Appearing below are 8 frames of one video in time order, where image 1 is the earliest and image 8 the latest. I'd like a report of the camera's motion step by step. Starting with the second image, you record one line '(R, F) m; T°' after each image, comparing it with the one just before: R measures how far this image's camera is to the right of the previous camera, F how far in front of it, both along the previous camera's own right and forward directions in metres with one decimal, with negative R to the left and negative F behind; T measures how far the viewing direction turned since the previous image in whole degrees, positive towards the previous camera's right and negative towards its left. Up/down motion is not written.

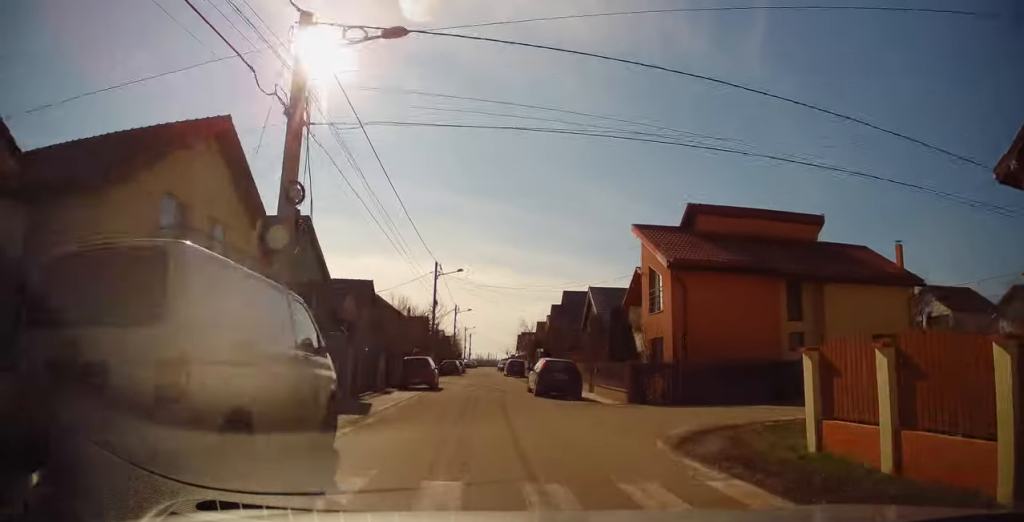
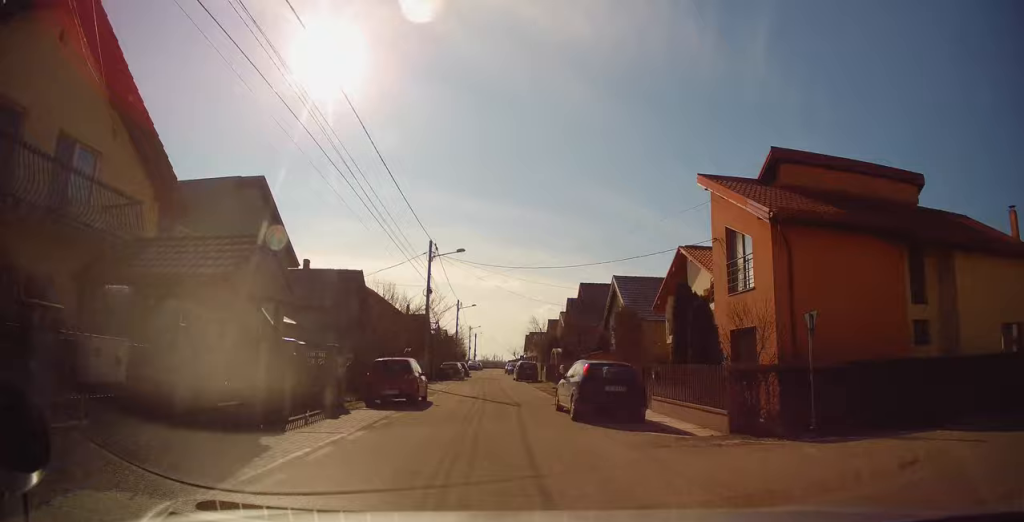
(-0.3, +7.4) m; -2°
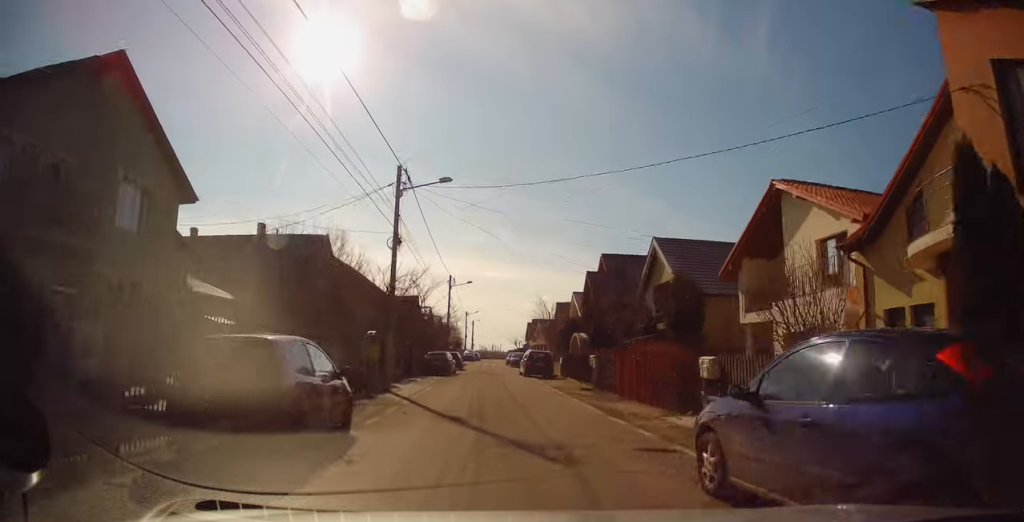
(-0.1, +10.4) m; +1°
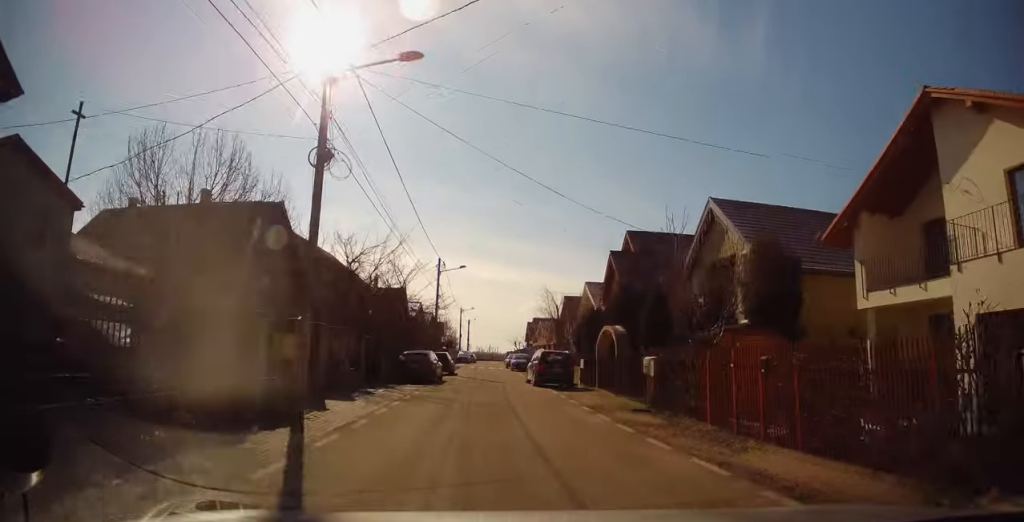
(+0.1, +8.4) m; +1°
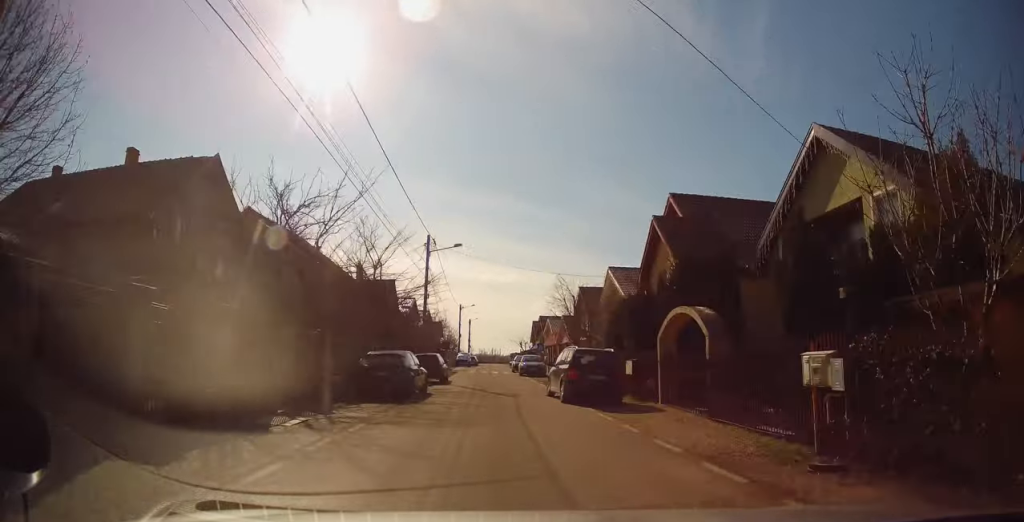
(+0.1, +8.1) m; 0°
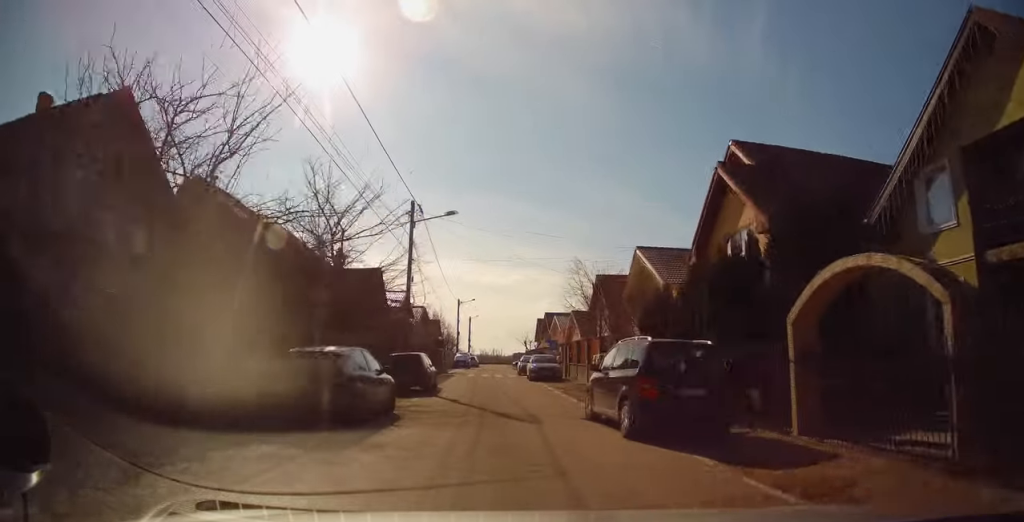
(+0.2, +7.0) m; -1°
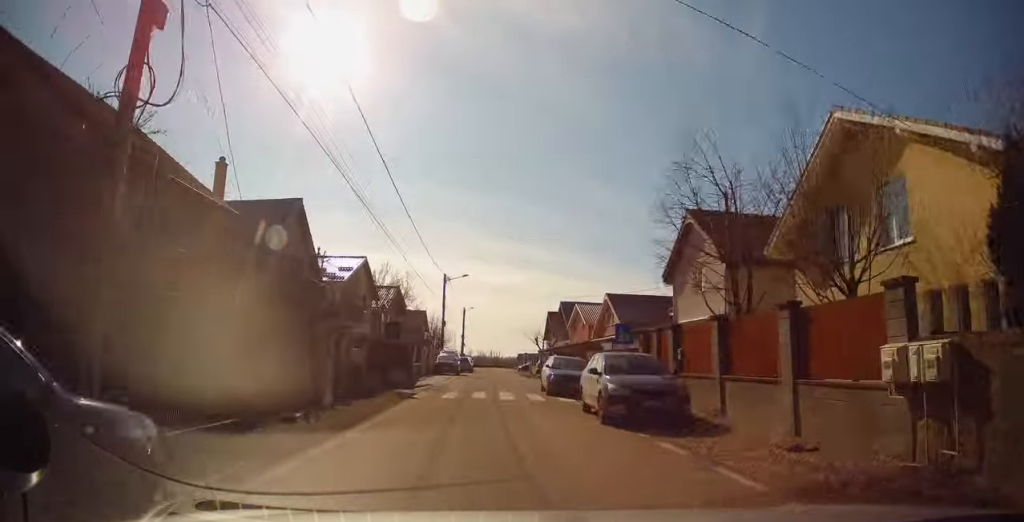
(-0.1, +19.4) m; 0°
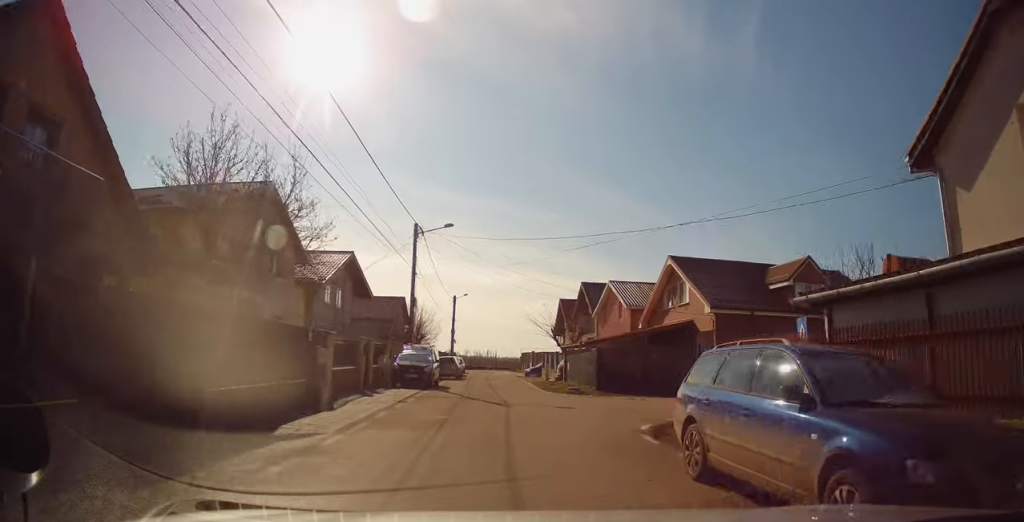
(-0.3, +16.2) m; 0°
